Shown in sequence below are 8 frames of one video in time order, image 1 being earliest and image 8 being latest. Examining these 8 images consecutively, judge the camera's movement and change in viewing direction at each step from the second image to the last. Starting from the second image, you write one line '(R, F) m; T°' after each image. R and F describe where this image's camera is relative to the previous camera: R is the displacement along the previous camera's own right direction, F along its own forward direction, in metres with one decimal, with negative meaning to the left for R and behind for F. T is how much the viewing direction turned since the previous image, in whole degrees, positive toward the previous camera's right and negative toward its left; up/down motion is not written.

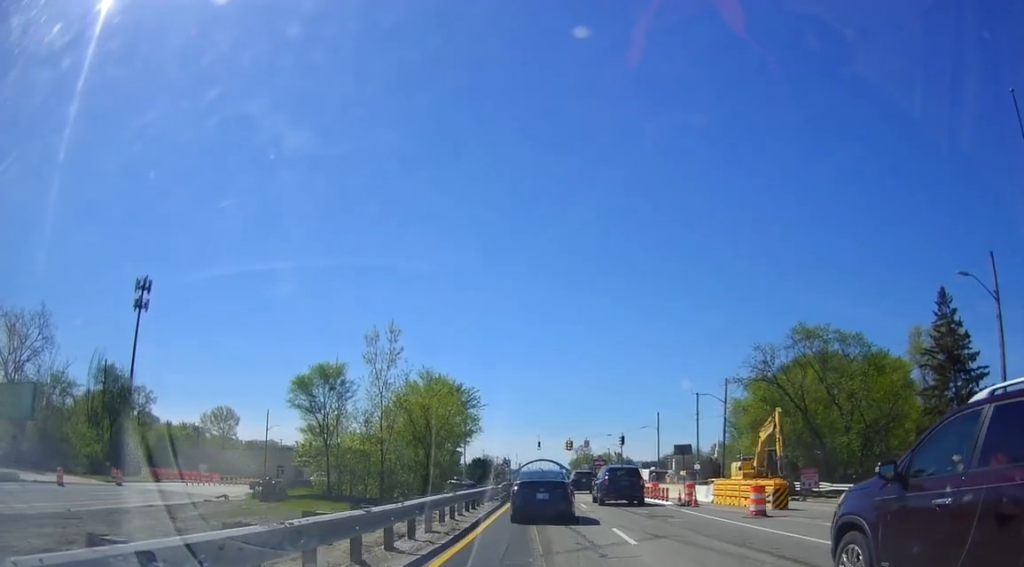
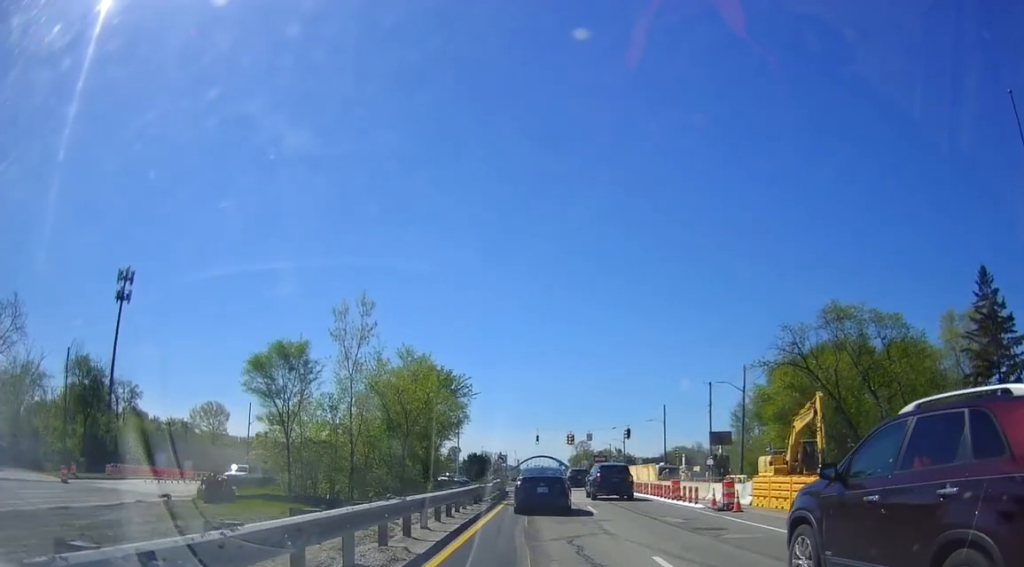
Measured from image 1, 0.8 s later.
(0.0, +4.3) m; 0°
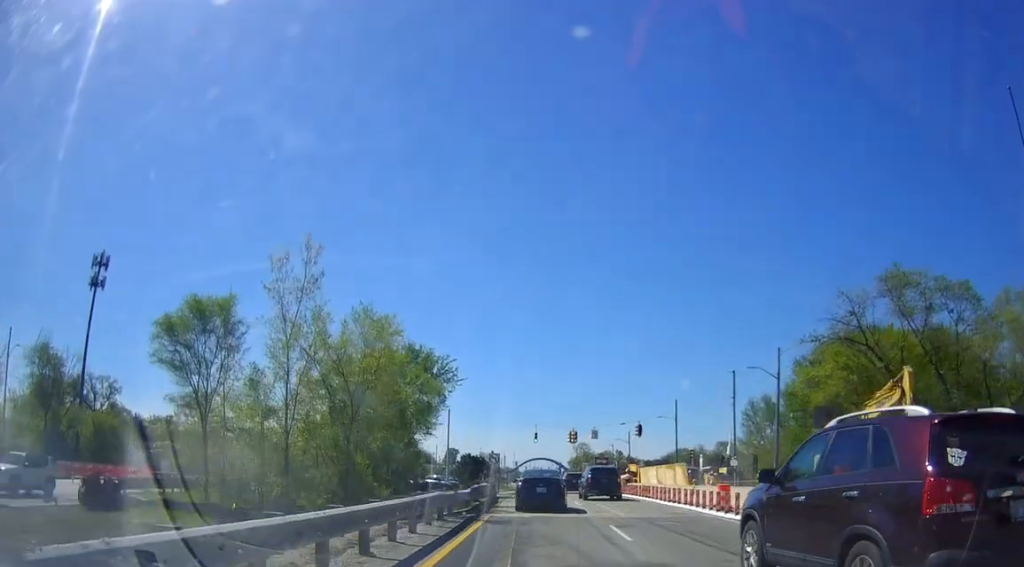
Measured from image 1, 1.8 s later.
(0.0, +5.7) m; 0°
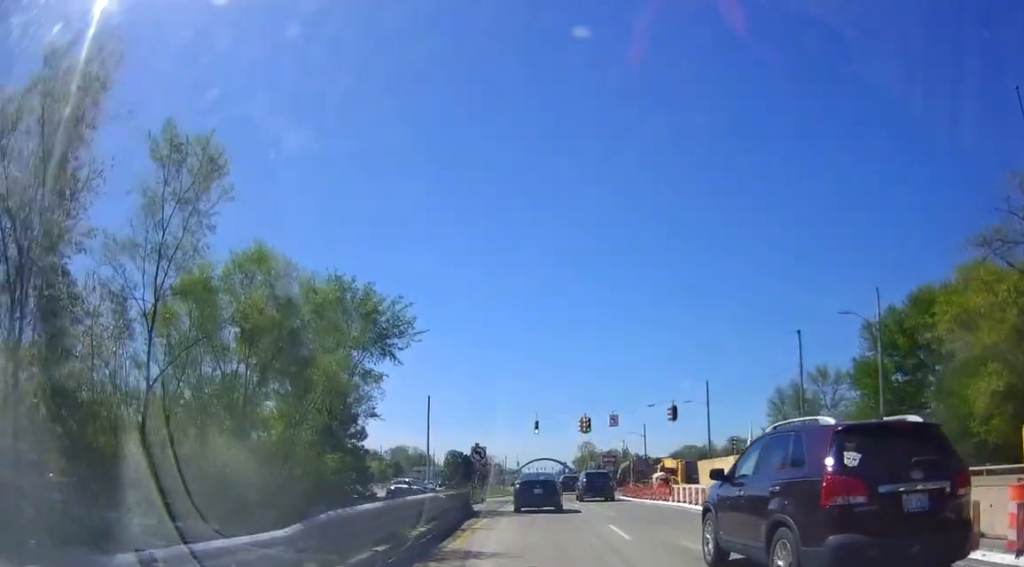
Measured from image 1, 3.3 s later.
(0.0, +15.2) m; 0°
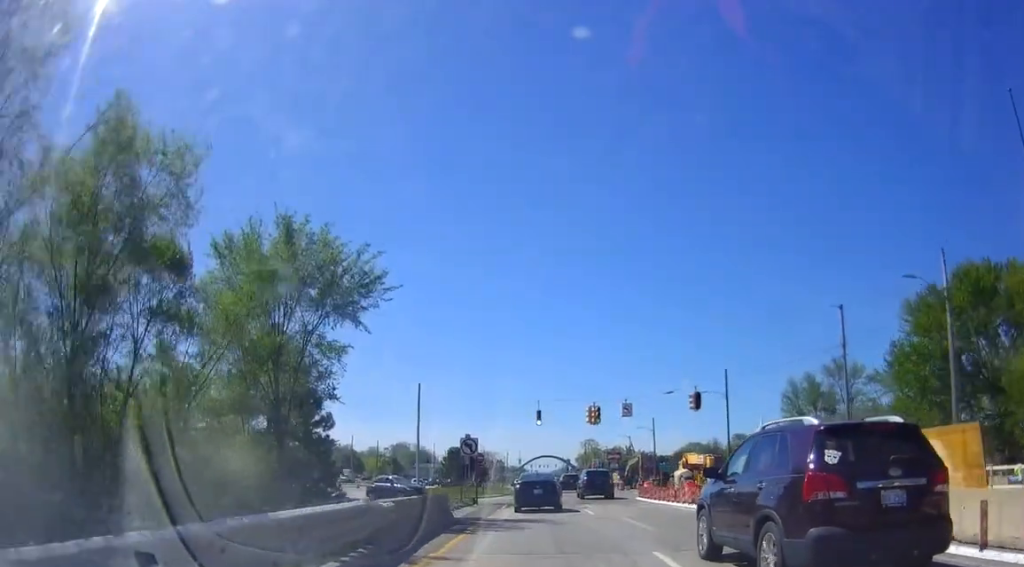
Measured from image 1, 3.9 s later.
(0.0, +6.5) m; +2°
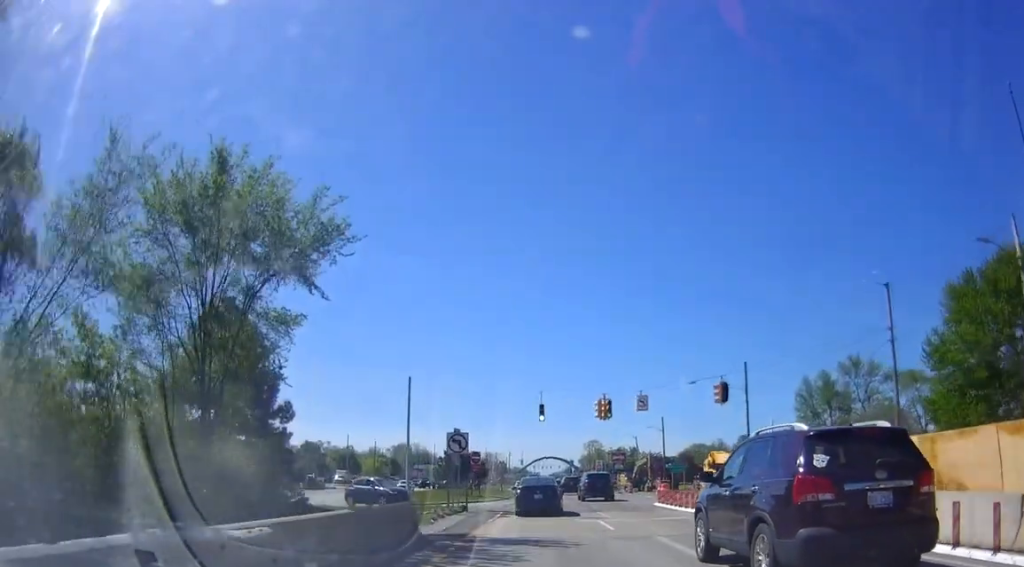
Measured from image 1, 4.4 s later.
(-0.1, +5.4) m; +2°
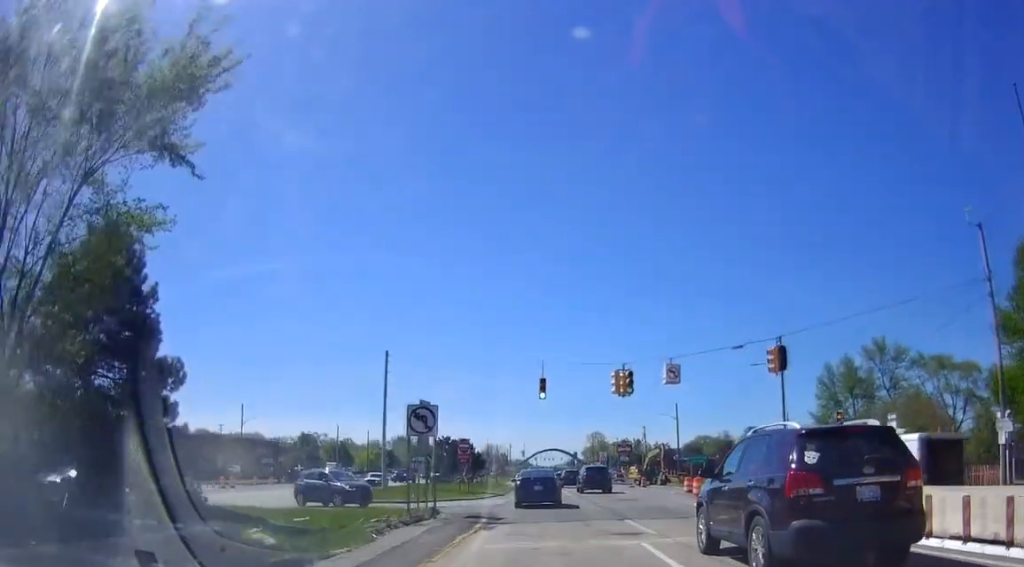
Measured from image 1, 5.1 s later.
(+0.6, +8.5) m; 0°
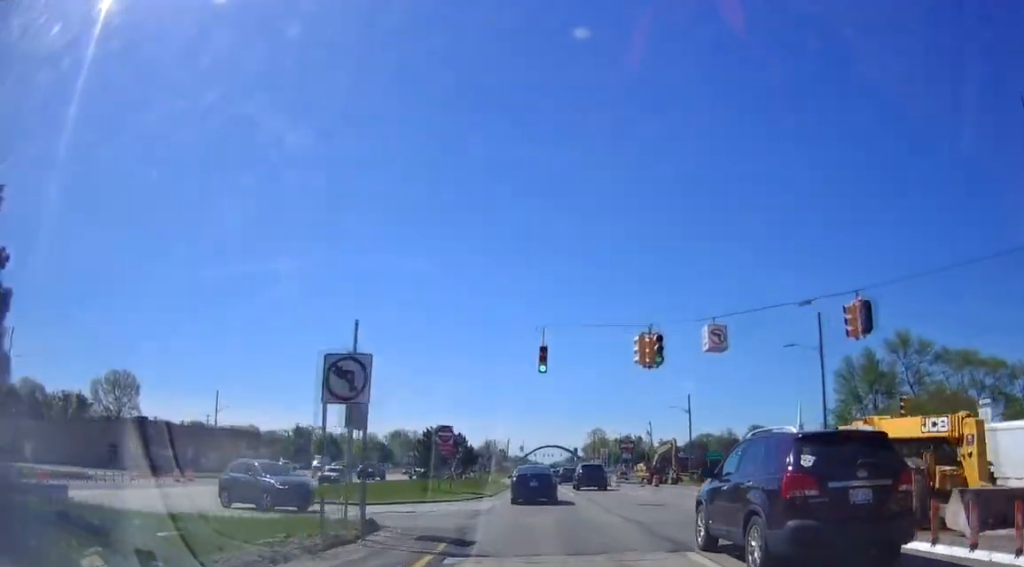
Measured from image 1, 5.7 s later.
(-0.1, +7.7) m; -1°
